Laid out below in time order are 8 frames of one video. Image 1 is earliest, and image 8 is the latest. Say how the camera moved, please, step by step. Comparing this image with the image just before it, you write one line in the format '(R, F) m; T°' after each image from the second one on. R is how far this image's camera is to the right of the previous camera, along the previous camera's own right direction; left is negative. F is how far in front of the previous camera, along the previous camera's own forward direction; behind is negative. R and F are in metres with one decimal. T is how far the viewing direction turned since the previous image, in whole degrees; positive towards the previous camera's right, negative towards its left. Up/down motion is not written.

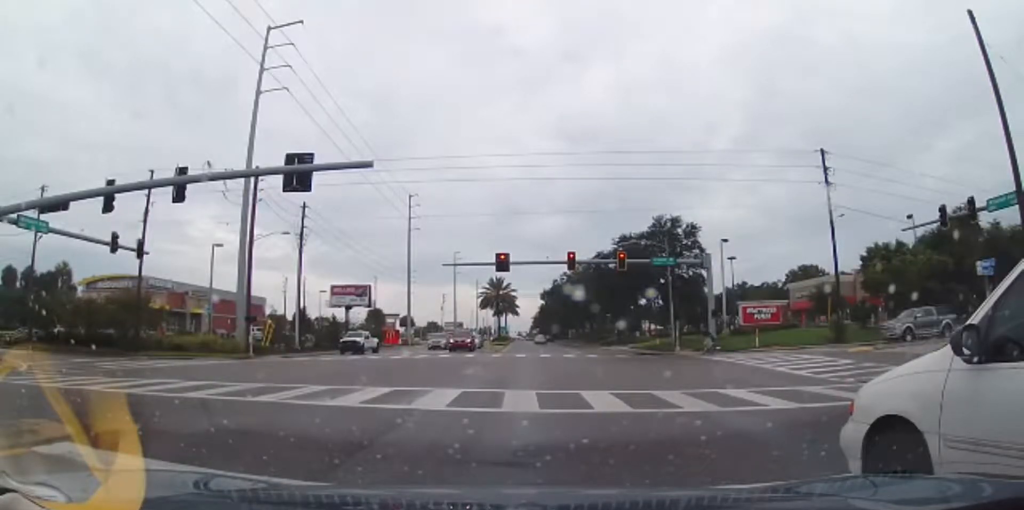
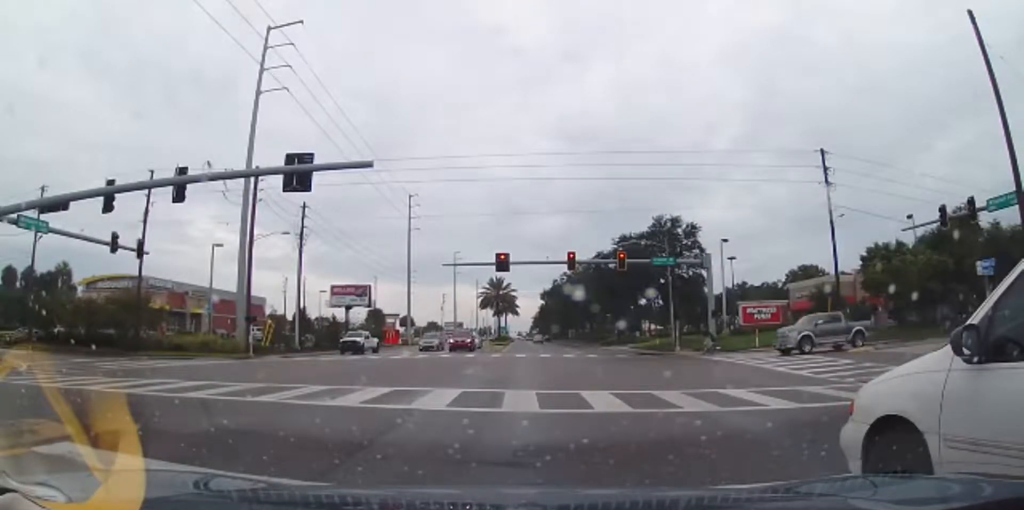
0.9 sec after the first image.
(0.0, 0.0) m; 0°
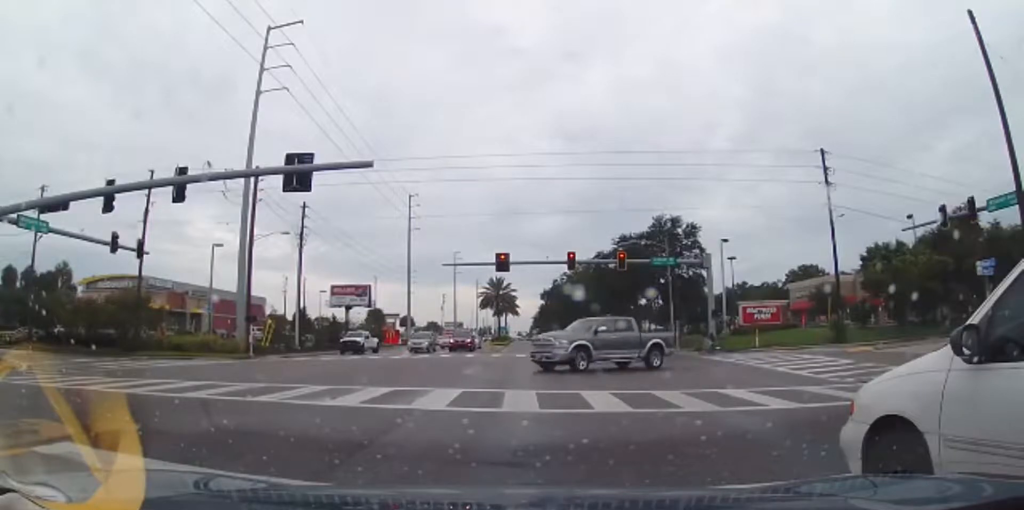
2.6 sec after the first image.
(0.0, 0.0) m; 0°
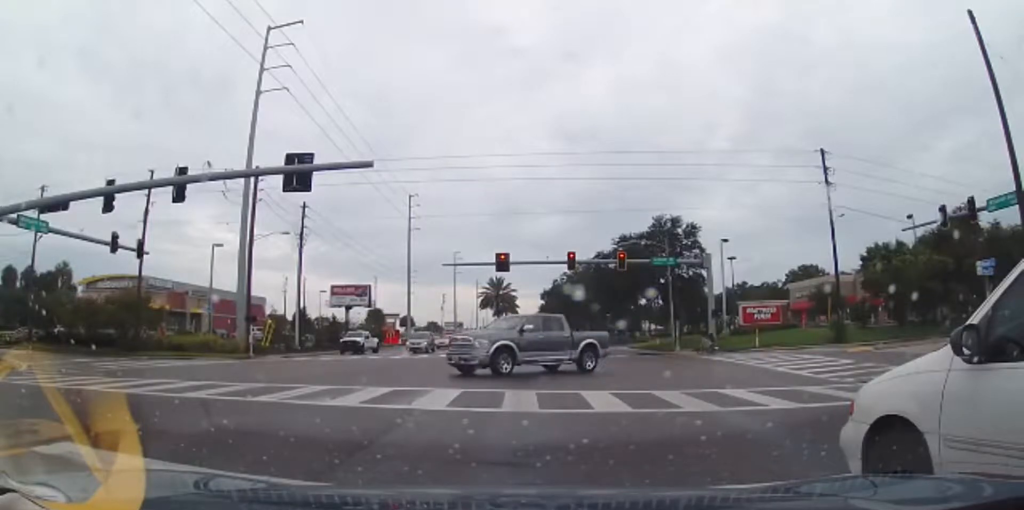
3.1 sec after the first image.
(0.0, 0.0) m; 0°
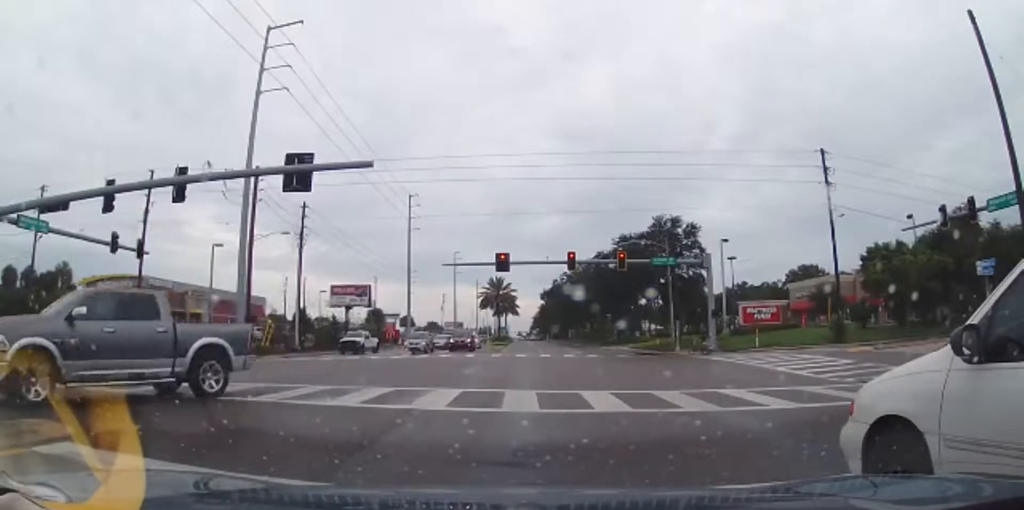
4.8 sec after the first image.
(0.0, 0.0) m; 0°
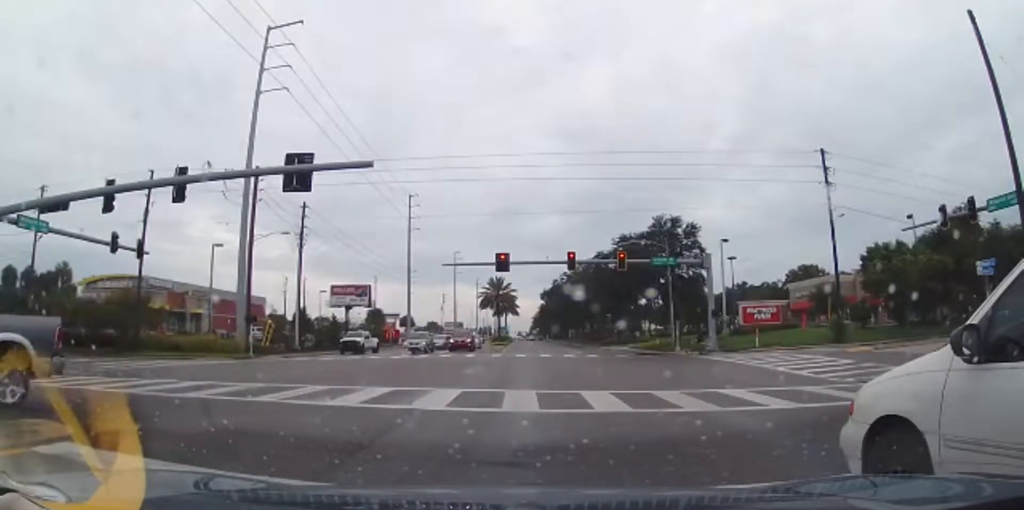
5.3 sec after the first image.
(0.0, 0.0) m; 0°
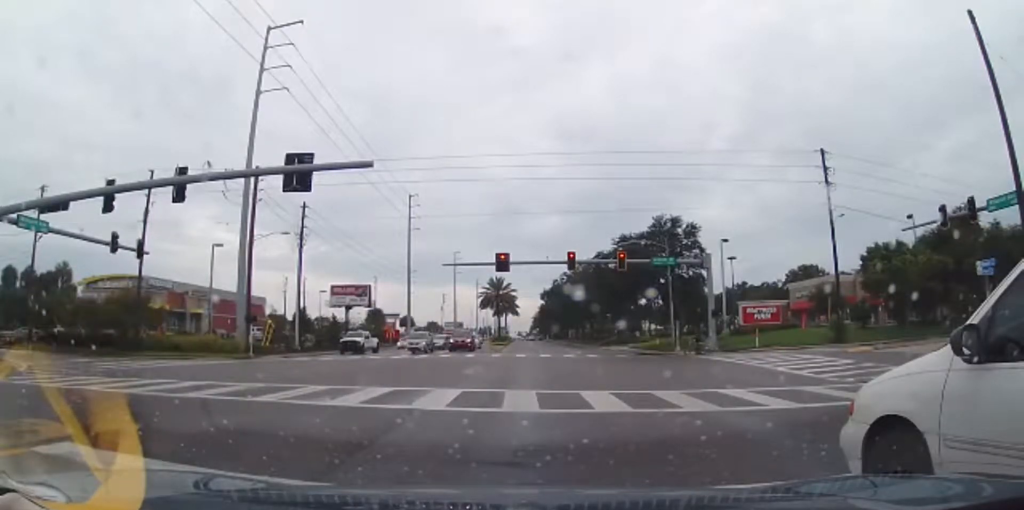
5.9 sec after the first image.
(0.0, 0.0) m; 0°
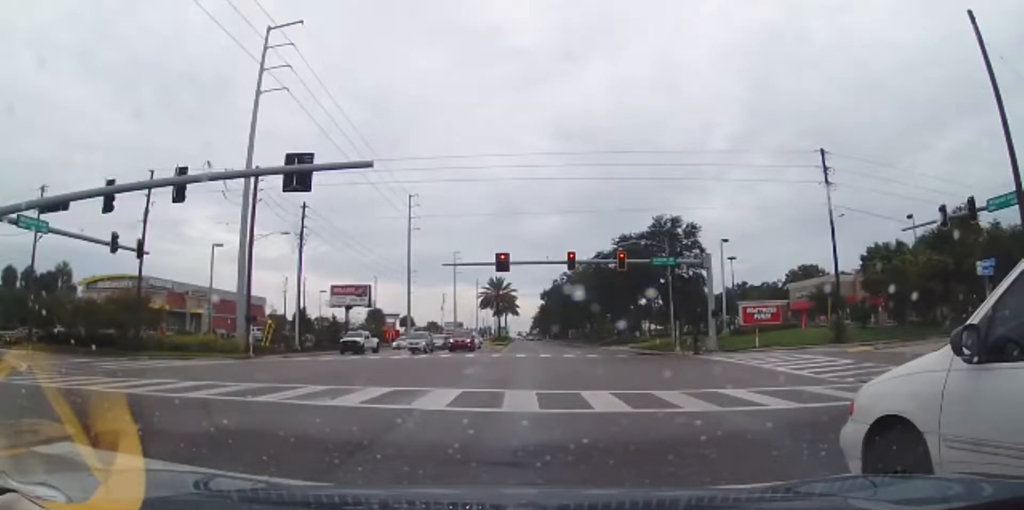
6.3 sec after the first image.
(0.0, 0.0) m; 0°
